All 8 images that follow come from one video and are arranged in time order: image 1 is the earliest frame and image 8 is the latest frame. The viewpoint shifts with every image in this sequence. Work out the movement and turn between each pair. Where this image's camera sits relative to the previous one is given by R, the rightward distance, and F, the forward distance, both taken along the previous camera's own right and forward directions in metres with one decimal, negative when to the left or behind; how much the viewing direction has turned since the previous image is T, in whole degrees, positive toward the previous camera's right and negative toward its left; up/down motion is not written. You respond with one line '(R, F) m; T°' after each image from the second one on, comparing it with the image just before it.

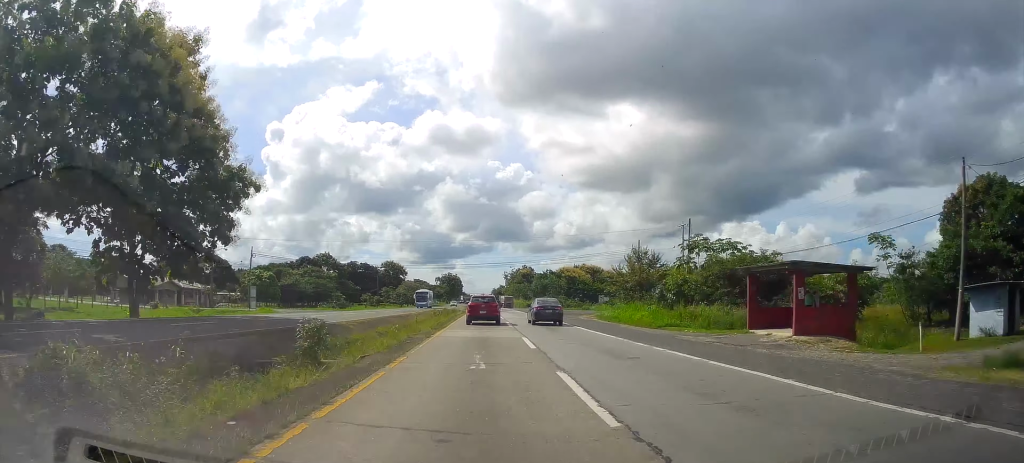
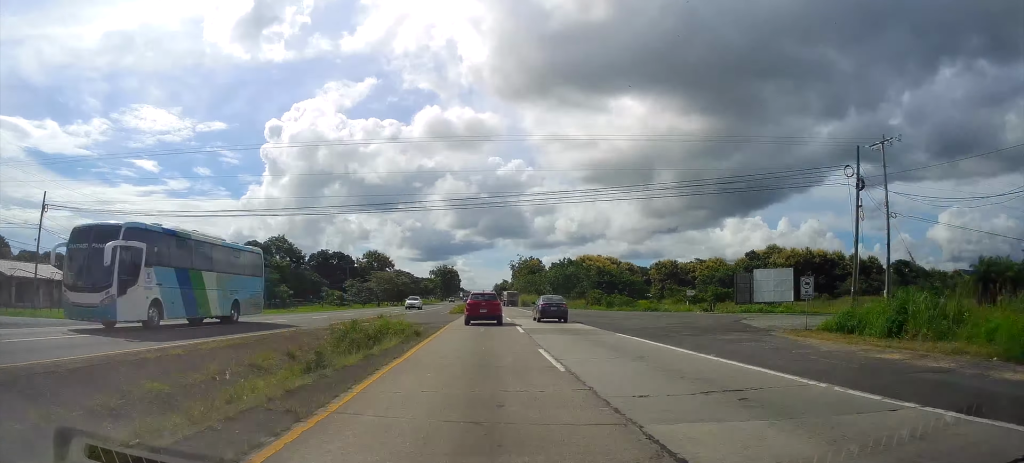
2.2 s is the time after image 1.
(0.0, +44.6) m; 0°
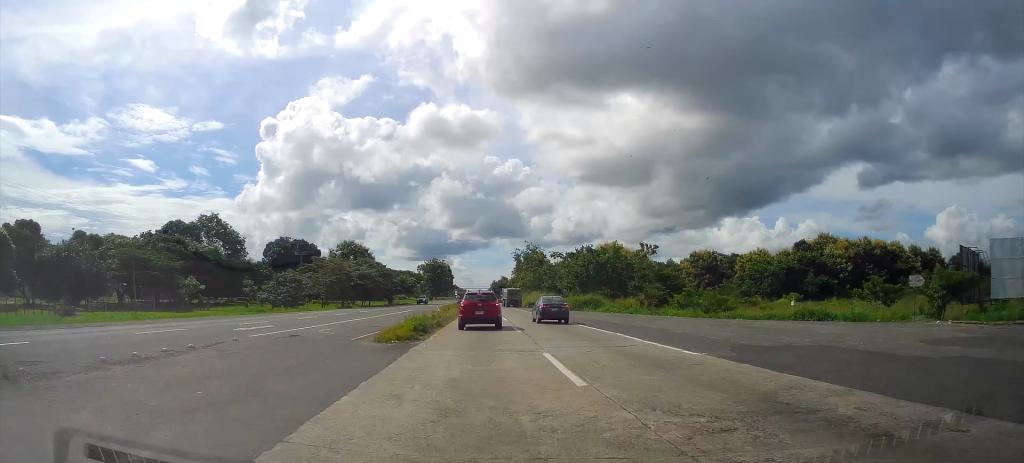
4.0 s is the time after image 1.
(-0.2, +37.2) m; 0°
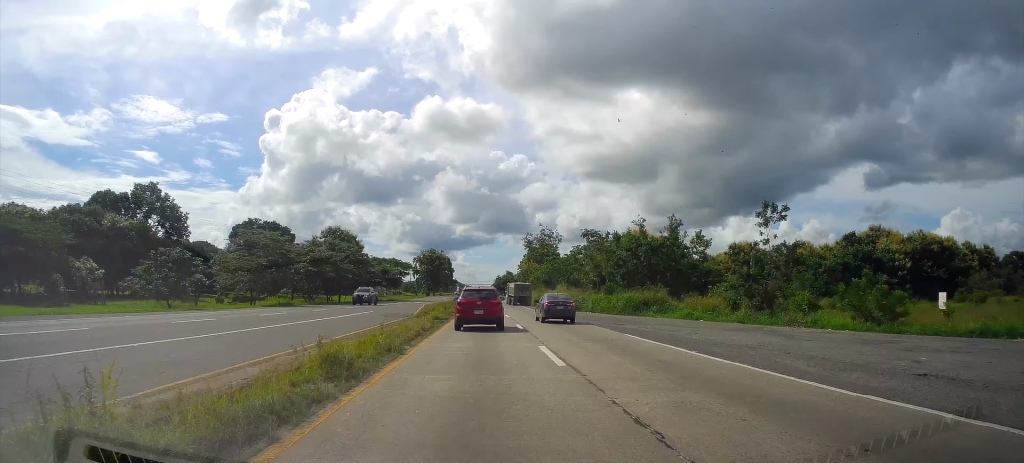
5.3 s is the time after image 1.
(+0.1, +24.3) m; 0°
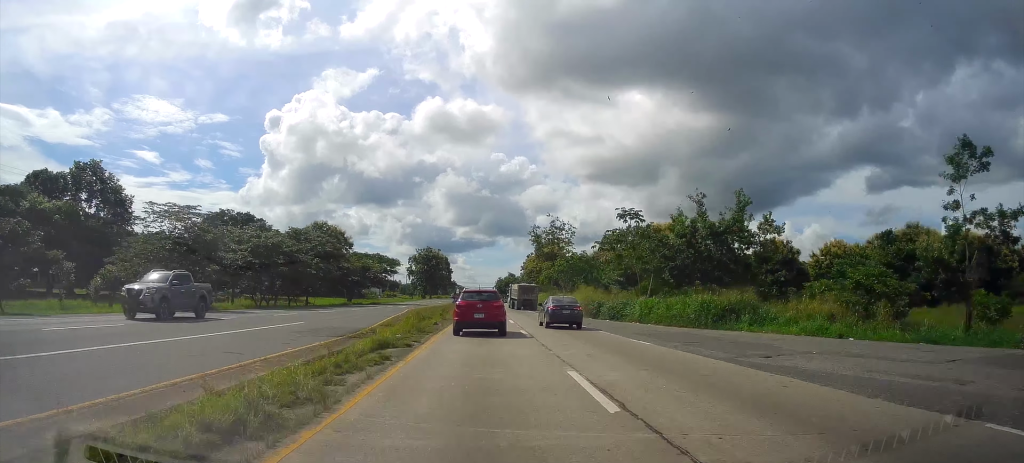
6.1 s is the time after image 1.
(0.0, +16.0) m; 0°
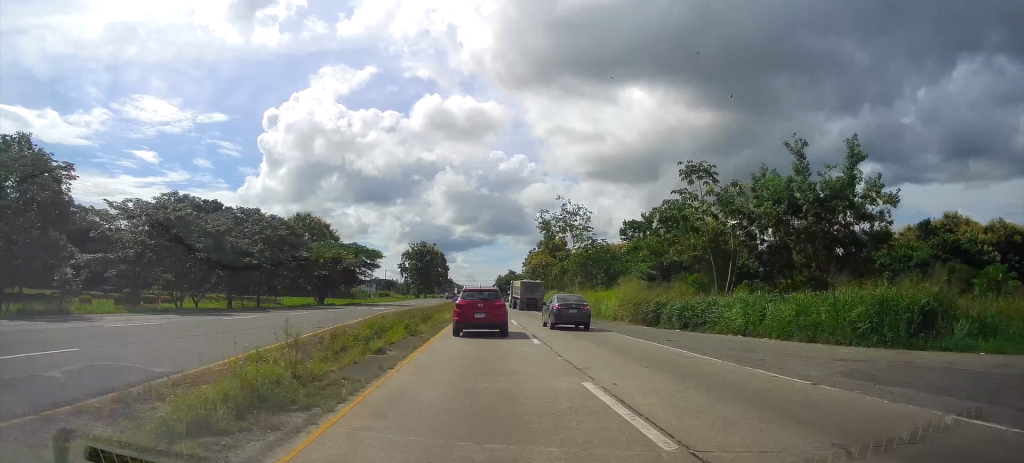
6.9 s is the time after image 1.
(0.0, +15.2) m; 0°
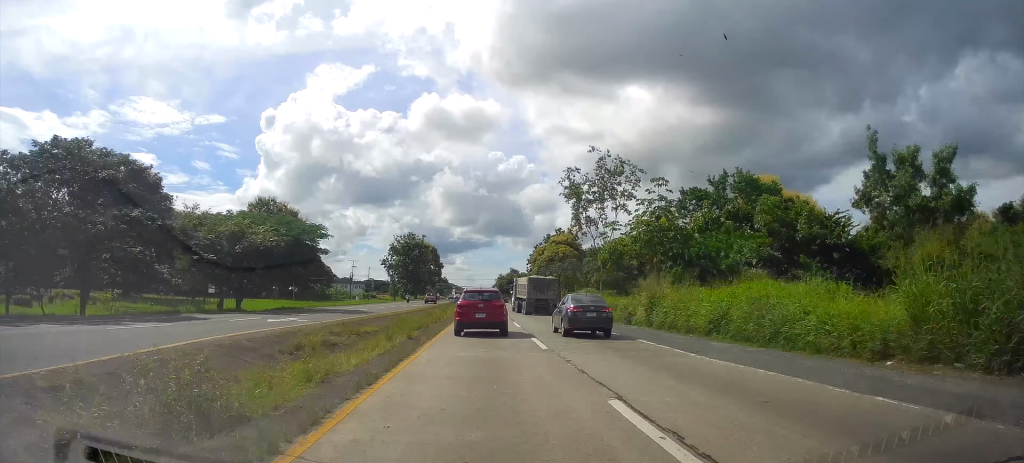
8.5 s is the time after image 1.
(0.0, +28.2) m; 0°
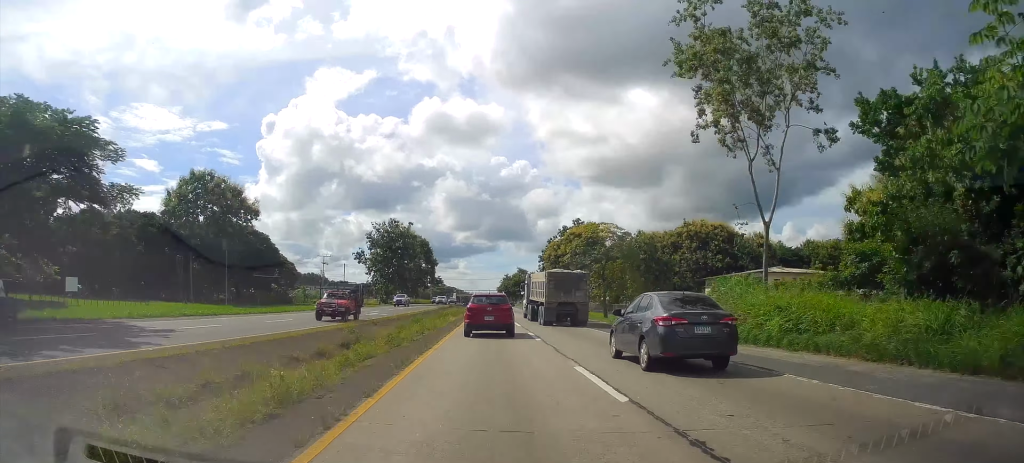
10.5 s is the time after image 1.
(+0.1, +33.4) m; 0°
